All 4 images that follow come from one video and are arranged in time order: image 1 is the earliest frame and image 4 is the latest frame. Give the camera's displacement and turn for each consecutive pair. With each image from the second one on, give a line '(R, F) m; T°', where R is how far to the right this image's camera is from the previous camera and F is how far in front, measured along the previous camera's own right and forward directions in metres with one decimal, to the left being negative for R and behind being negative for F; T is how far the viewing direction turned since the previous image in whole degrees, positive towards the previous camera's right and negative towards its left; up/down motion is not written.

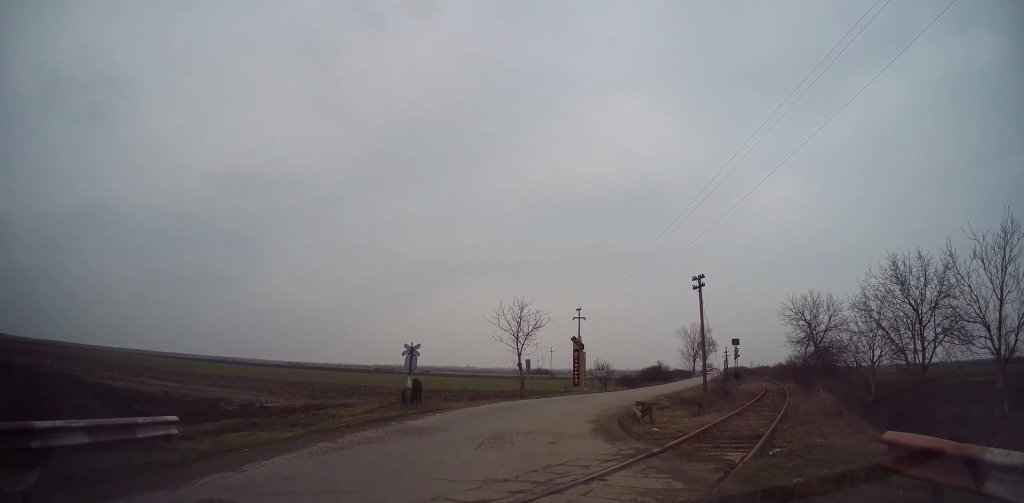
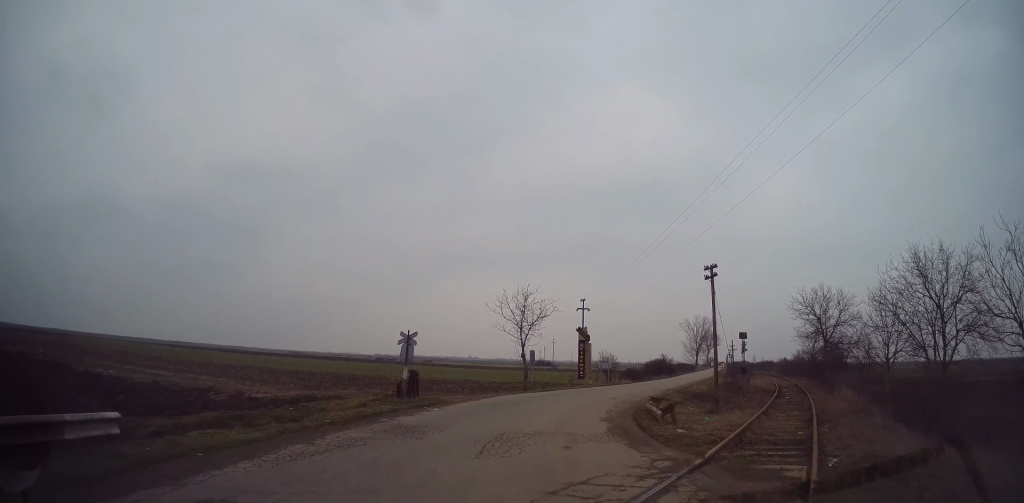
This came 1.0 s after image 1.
(+0.2, +1.0) m; +1°
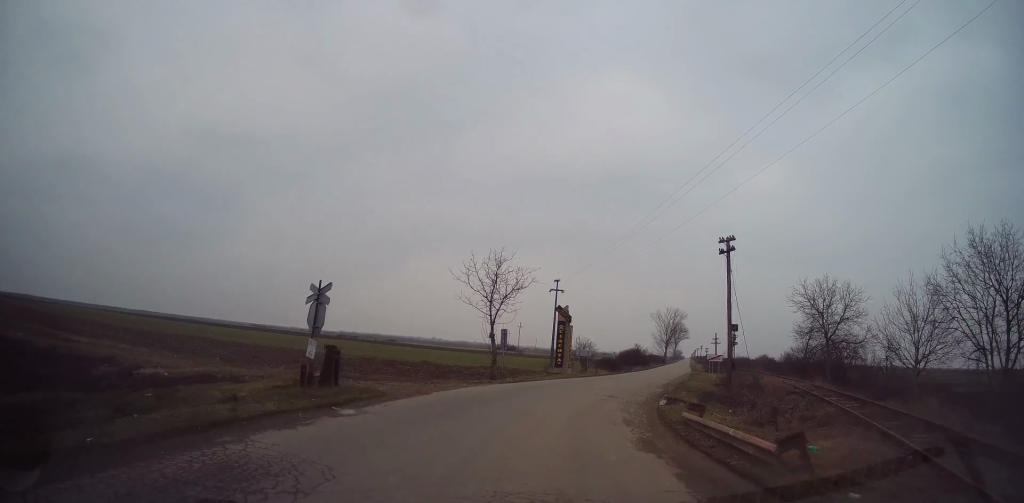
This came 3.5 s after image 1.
(-0.2, +5.5) m; +1°
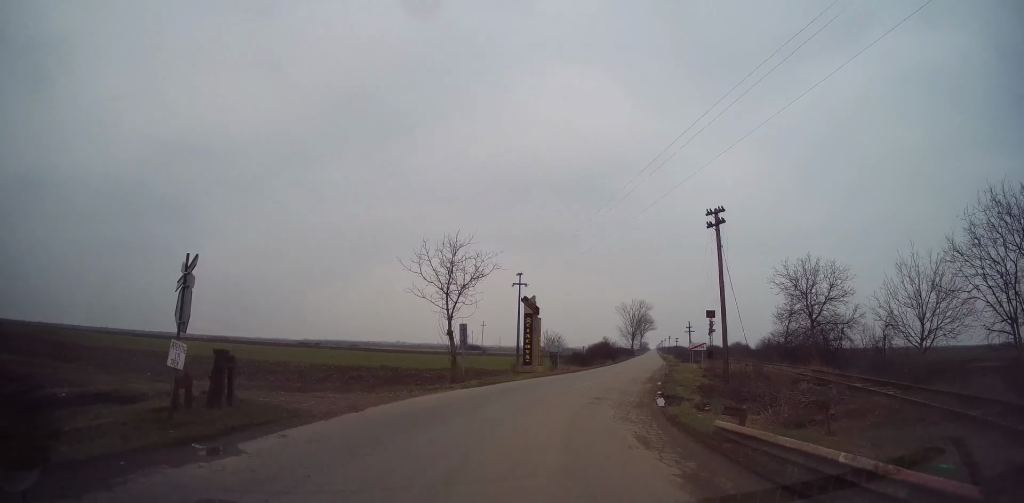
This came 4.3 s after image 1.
(+0.1, +3.0) m; +9°
